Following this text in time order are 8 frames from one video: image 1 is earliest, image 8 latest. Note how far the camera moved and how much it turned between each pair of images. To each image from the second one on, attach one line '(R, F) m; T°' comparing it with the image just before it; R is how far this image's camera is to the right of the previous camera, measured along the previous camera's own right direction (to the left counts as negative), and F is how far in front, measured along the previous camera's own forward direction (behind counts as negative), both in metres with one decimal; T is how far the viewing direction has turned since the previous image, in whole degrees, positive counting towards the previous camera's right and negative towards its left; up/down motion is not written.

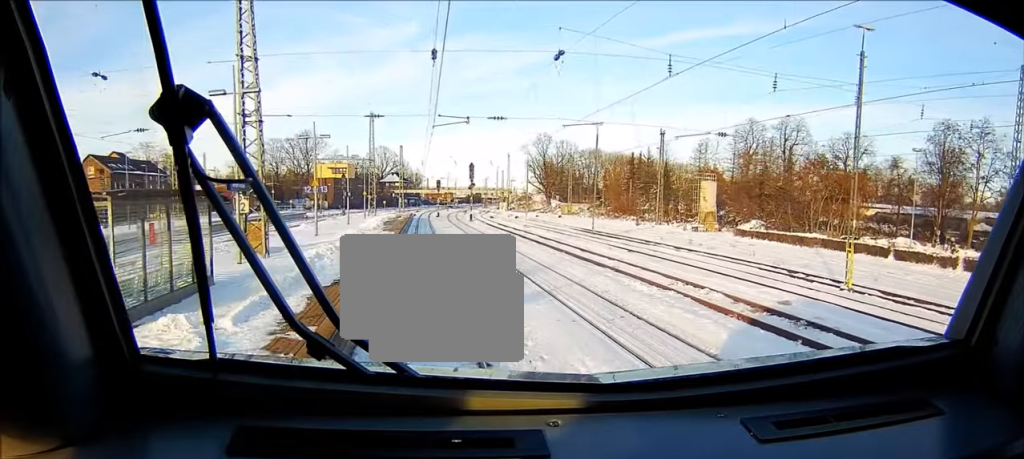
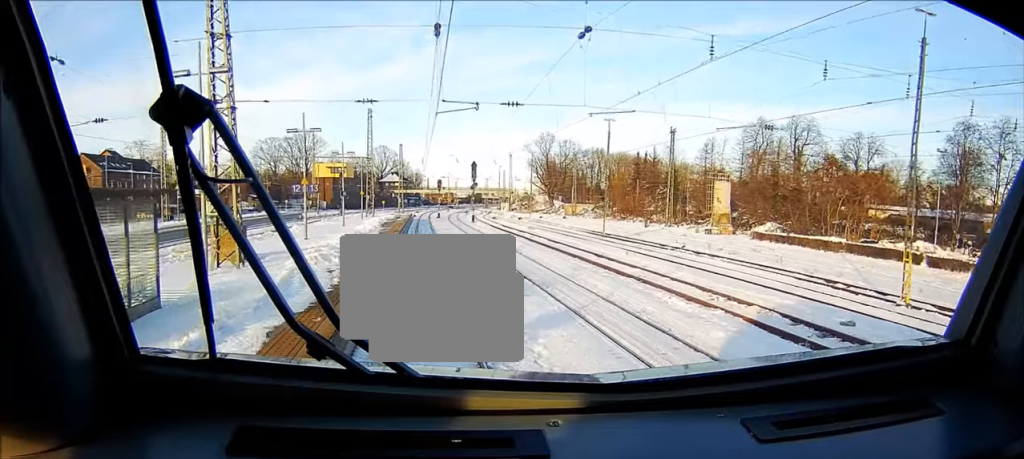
(0.0, +4.0) m; 0°
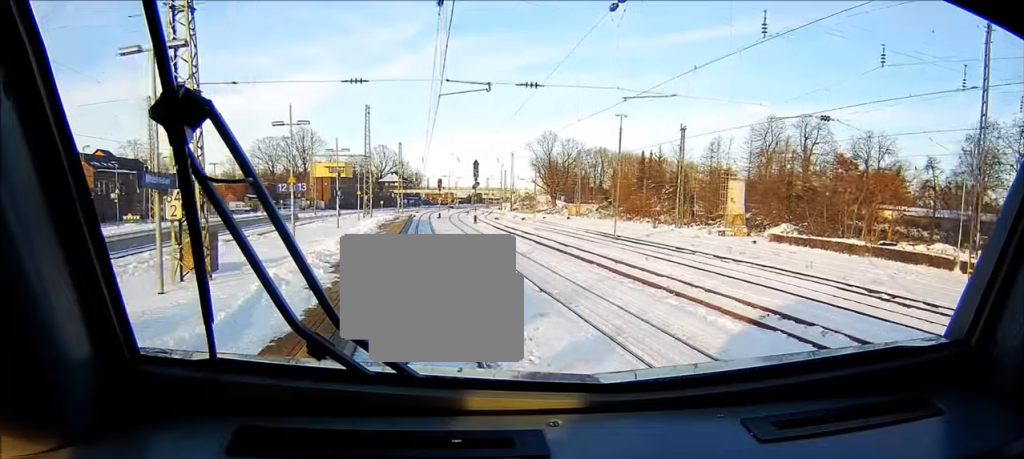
(0.0, +3.6) m; 0°
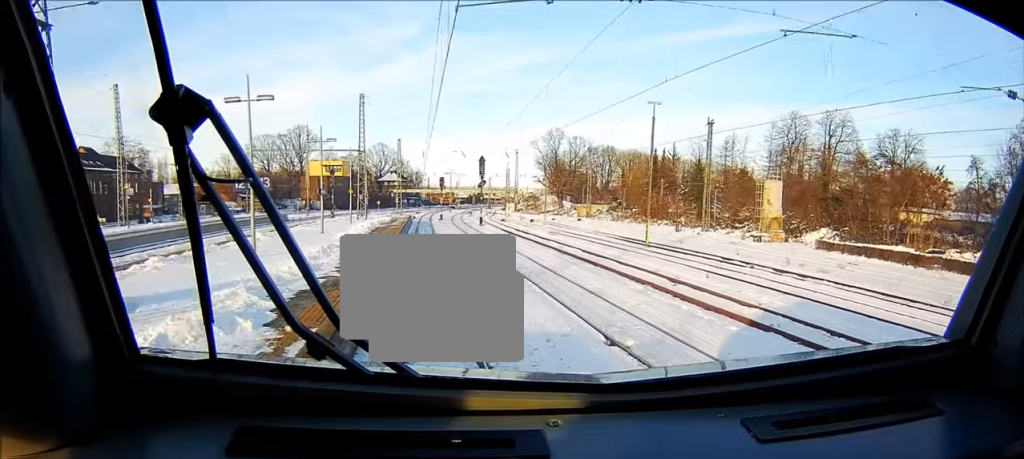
(0.0, +8.5) m; -1°
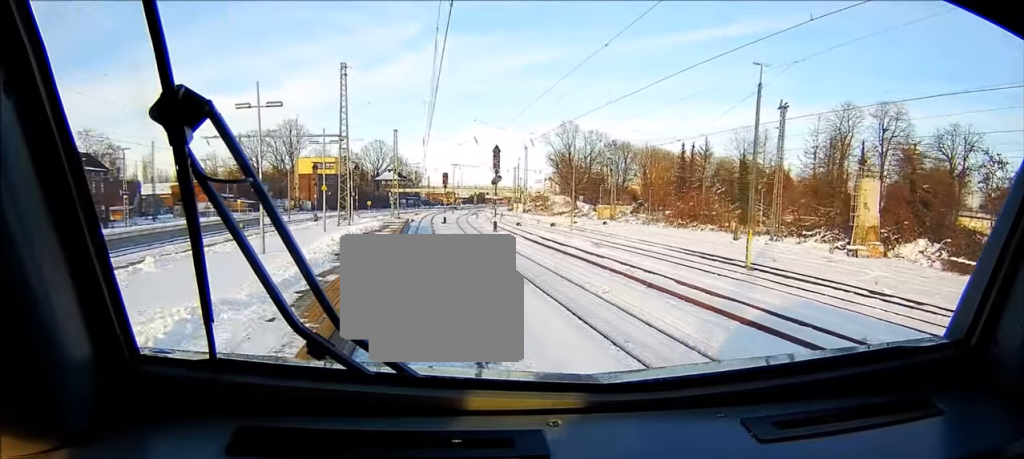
(0.0, +16.4) m; 0°
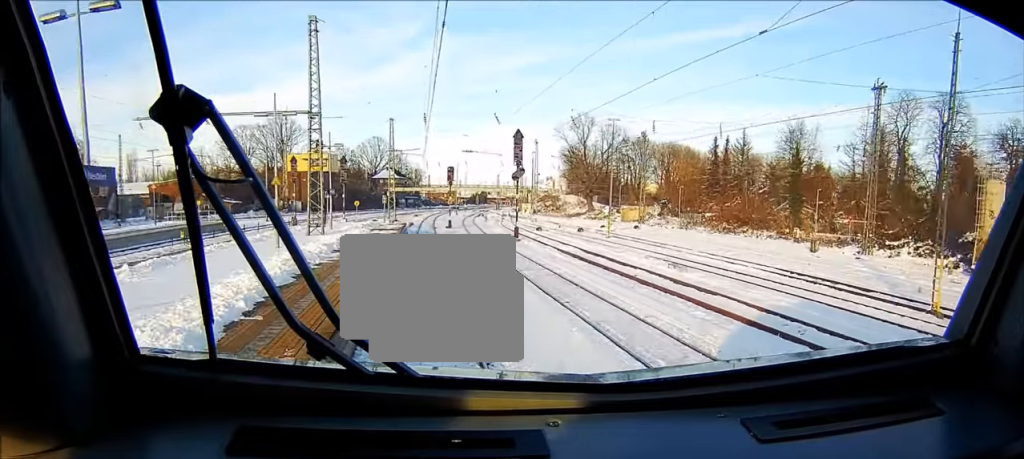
(0.0, +15.0) m; 0°
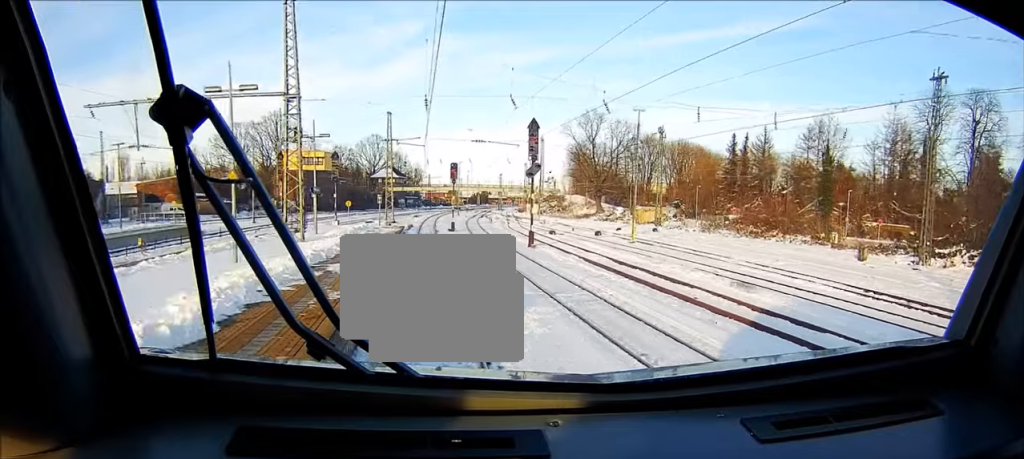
(0.0, +7.2) m; 0°
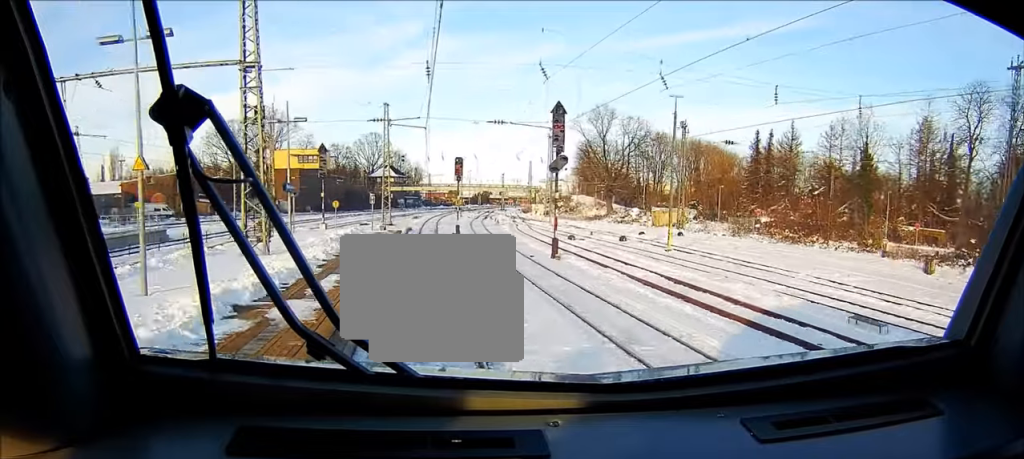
(0.0, +7.7) m; 0°
